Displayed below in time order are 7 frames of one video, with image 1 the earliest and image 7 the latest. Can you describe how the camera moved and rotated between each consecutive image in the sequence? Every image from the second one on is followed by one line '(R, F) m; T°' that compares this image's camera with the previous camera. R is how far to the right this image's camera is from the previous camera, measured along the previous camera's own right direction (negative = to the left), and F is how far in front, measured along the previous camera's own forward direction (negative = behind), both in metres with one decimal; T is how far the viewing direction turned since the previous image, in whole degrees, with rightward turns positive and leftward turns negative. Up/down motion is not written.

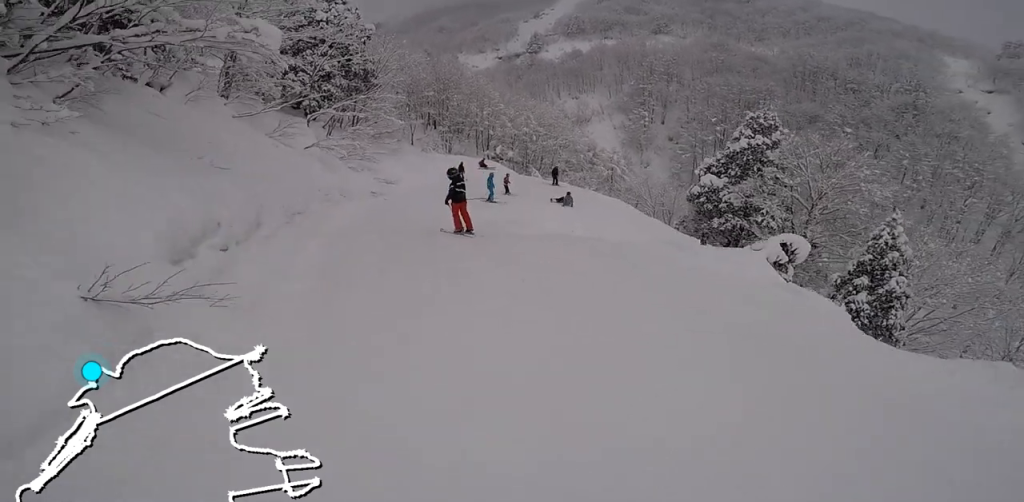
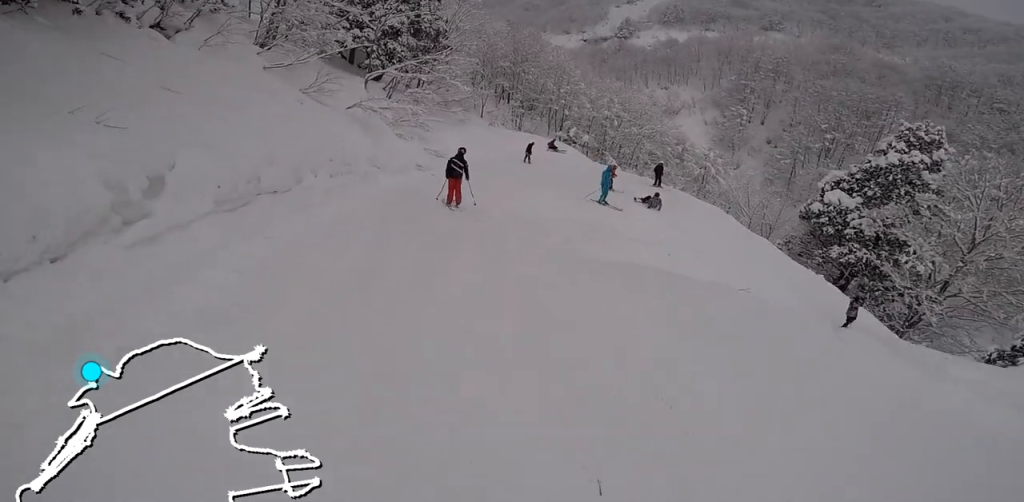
(-1.0, +3.4) m; -20°
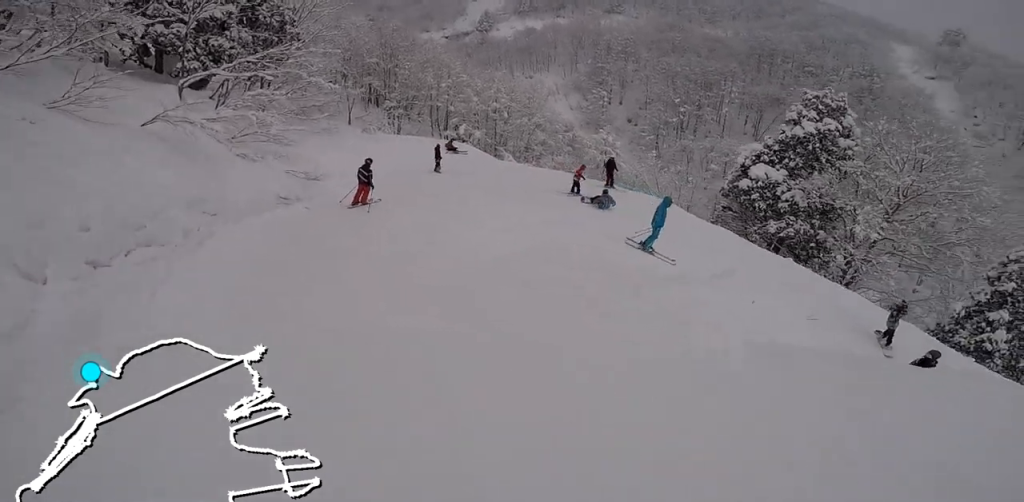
(+0.3, +4.2) m; +21°
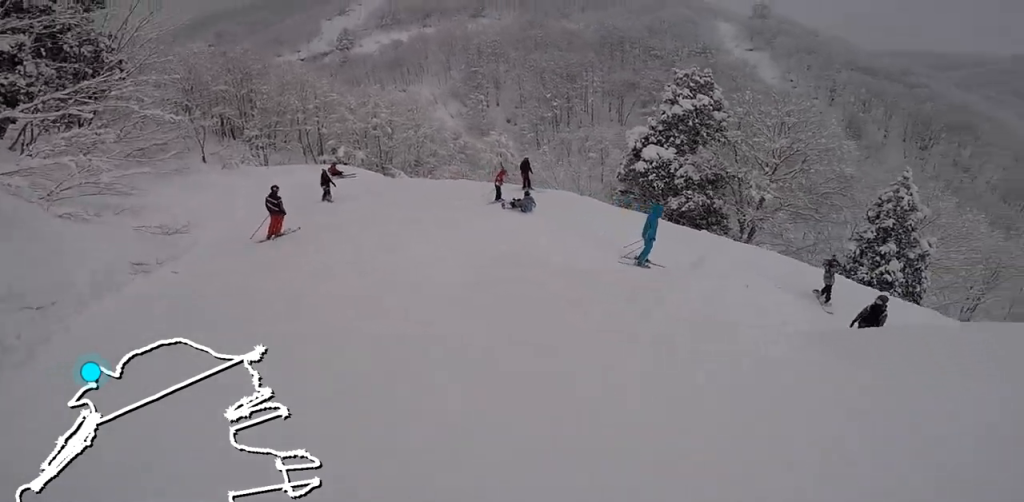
(+0.2, +1.2) m; +12°
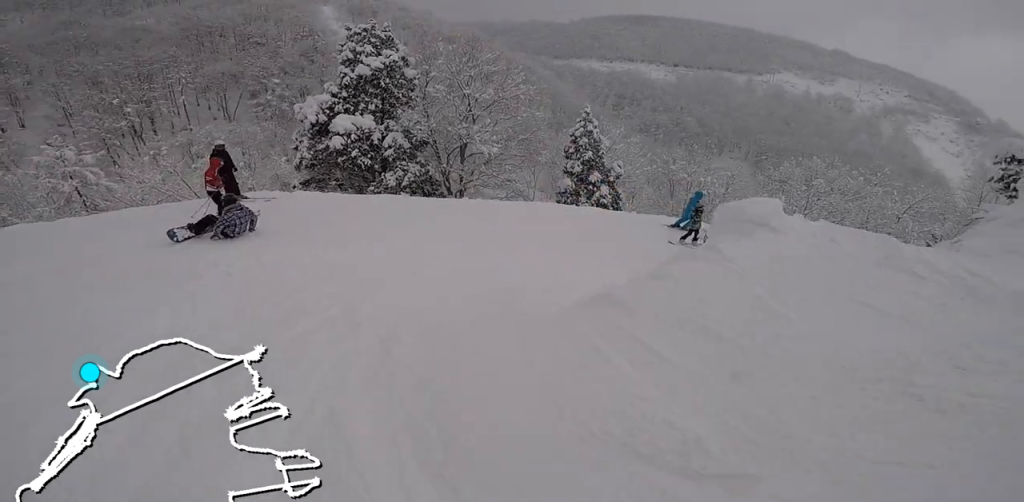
(+2.7, +4.5) m; +67°
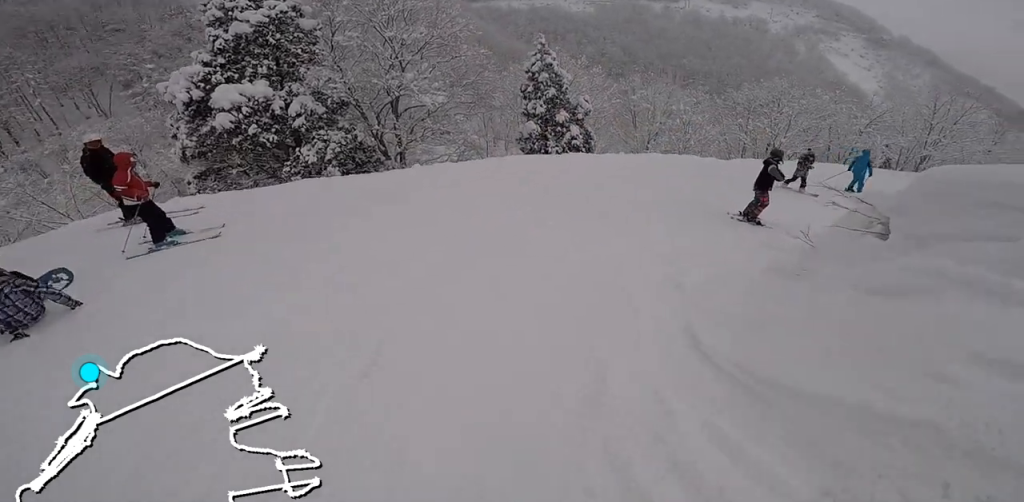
(+1.6, +3.8) m; +40°
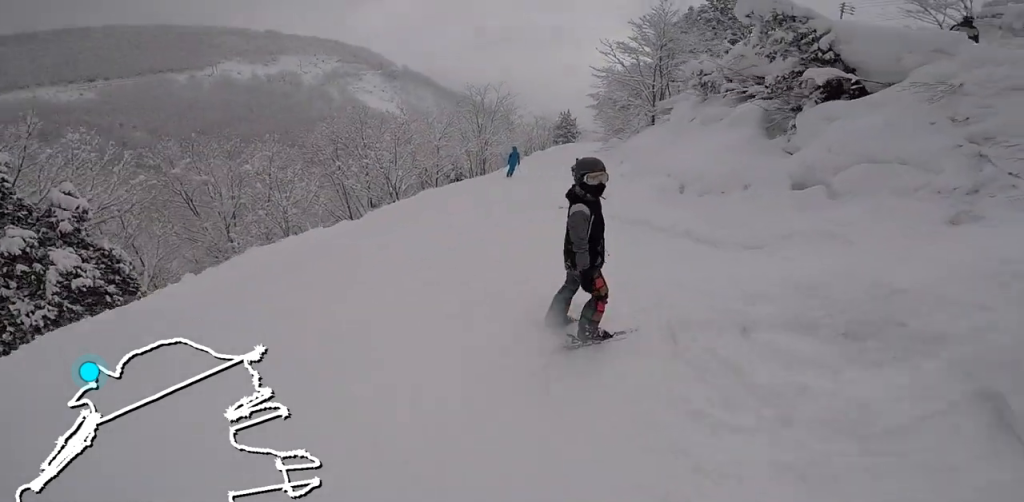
(+2.9, +5.9) m; +41°
